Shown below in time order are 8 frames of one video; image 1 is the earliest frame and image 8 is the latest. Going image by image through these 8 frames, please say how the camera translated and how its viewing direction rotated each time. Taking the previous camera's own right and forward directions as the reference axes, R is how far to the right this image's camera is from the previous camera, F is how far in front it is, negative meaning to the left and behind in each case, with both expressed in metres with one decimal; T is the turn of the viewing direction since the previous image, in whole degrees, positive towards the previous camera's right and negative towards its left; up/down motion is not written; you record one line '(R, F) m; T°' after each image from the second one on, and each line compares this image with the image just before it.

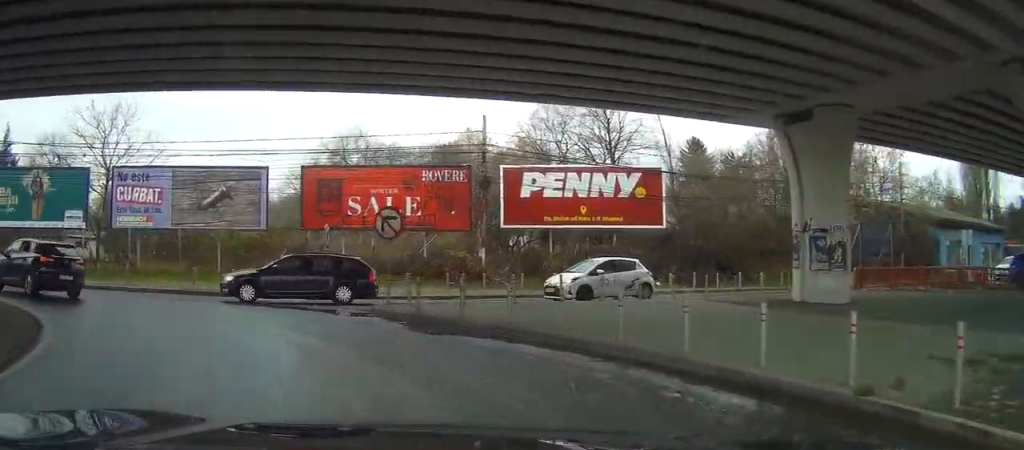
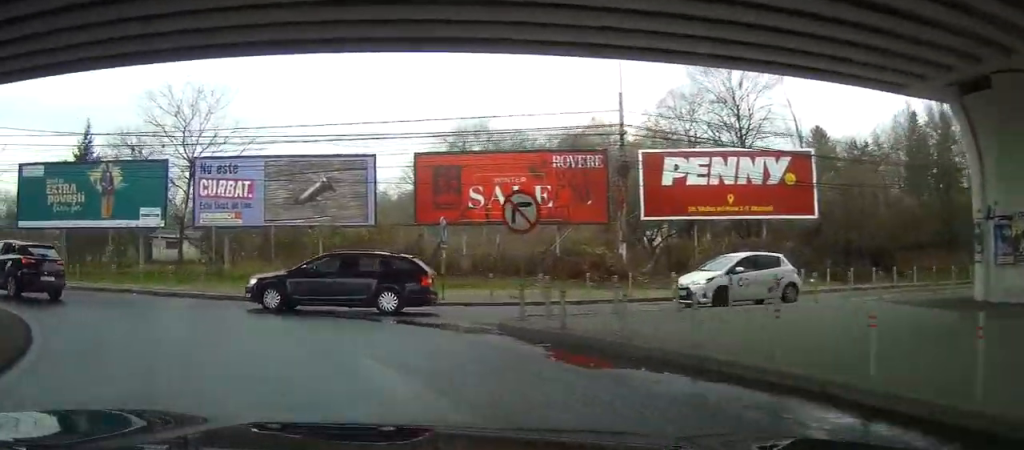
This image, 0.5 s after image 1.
(-0.5, +4.0) m; -7°
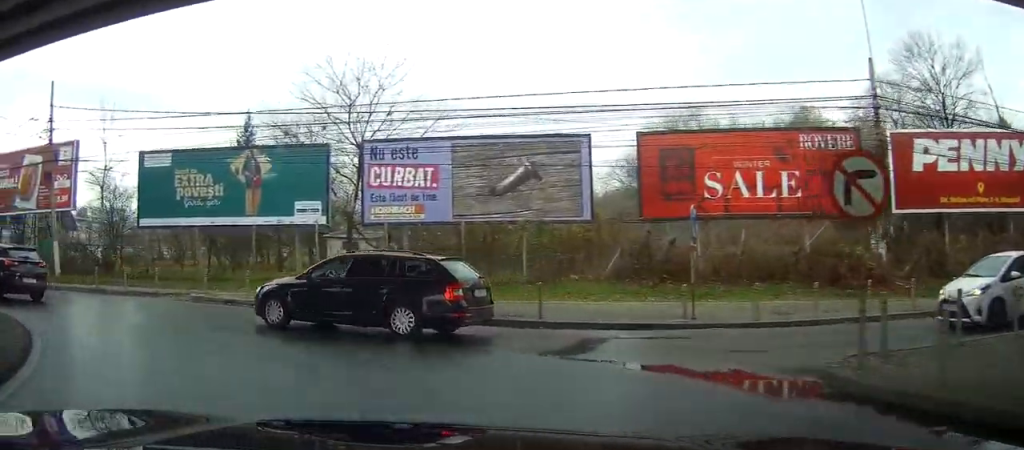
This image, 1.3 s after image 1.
(-0.5, +6.0) m; -8°
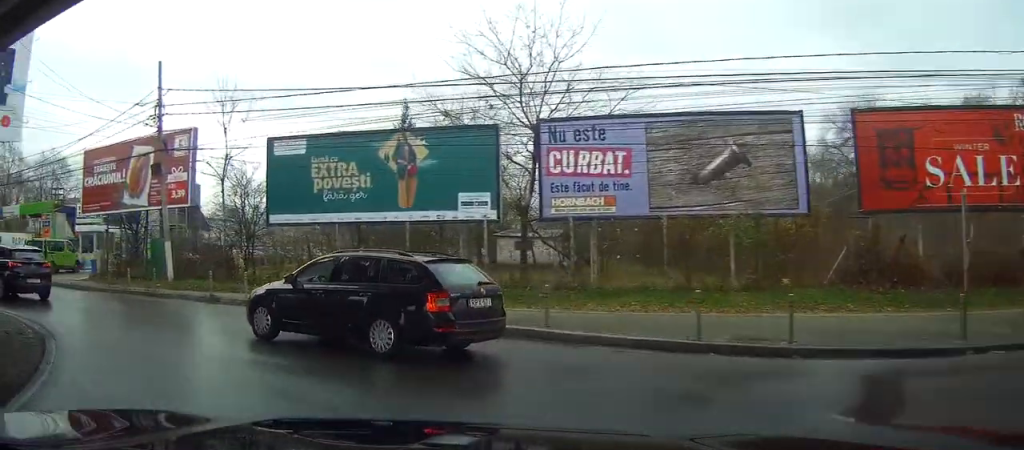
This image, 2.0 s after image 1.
(-0.1, +4.3) m; -8°
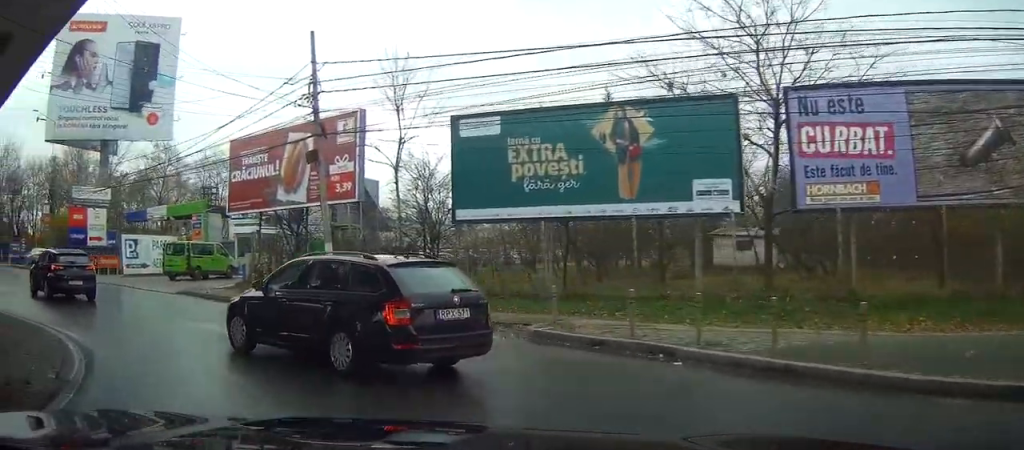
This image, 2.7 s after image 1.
(-0.2, +3.4) m; -16°
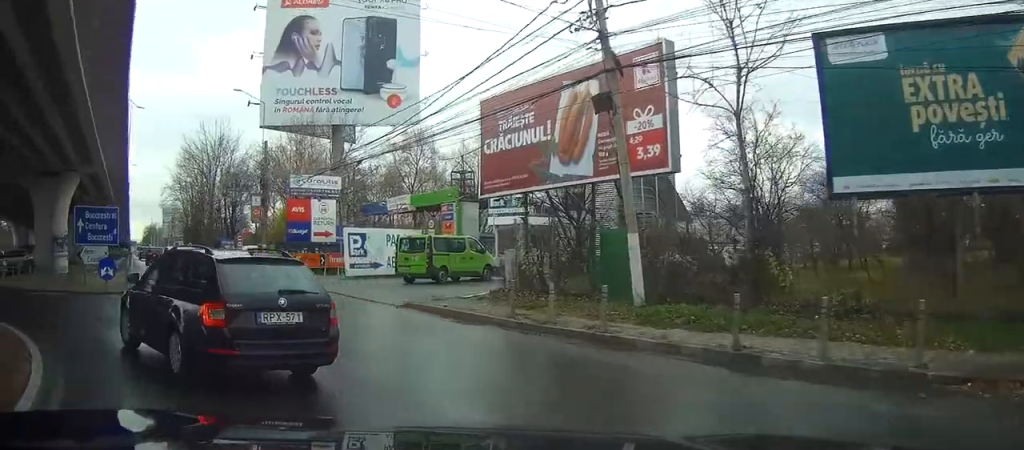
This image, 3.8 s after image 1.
(-1.6, +6.0) m; -30°
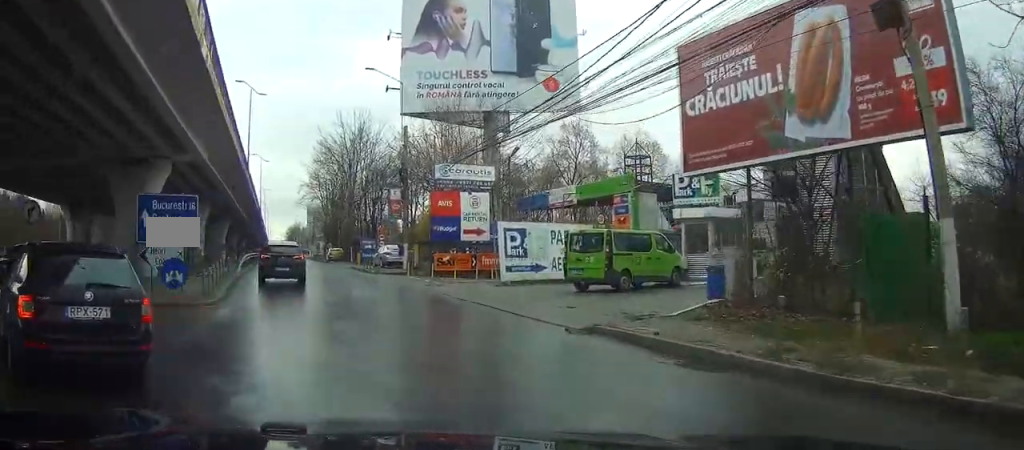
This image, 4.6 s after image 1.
(-0.8, +6.6) m; -16°
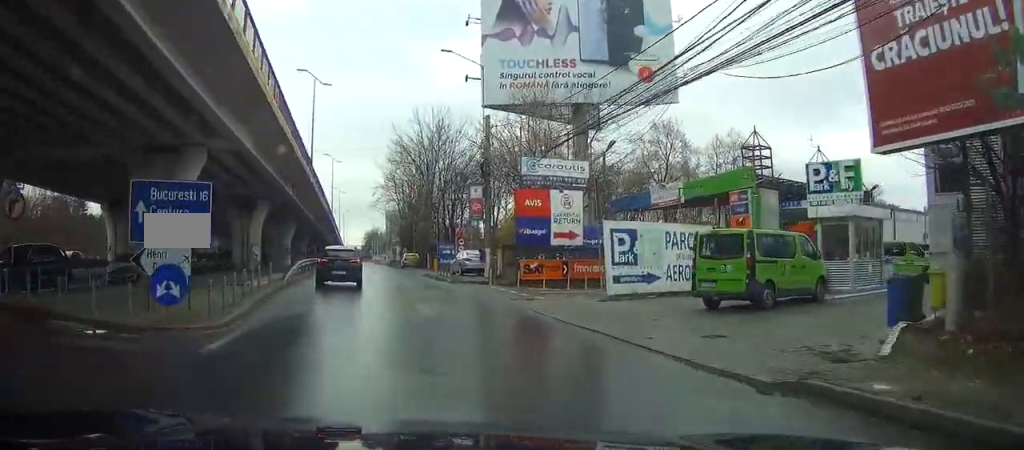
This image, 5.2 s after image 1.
(-0.8, +5.6) m; -8°
